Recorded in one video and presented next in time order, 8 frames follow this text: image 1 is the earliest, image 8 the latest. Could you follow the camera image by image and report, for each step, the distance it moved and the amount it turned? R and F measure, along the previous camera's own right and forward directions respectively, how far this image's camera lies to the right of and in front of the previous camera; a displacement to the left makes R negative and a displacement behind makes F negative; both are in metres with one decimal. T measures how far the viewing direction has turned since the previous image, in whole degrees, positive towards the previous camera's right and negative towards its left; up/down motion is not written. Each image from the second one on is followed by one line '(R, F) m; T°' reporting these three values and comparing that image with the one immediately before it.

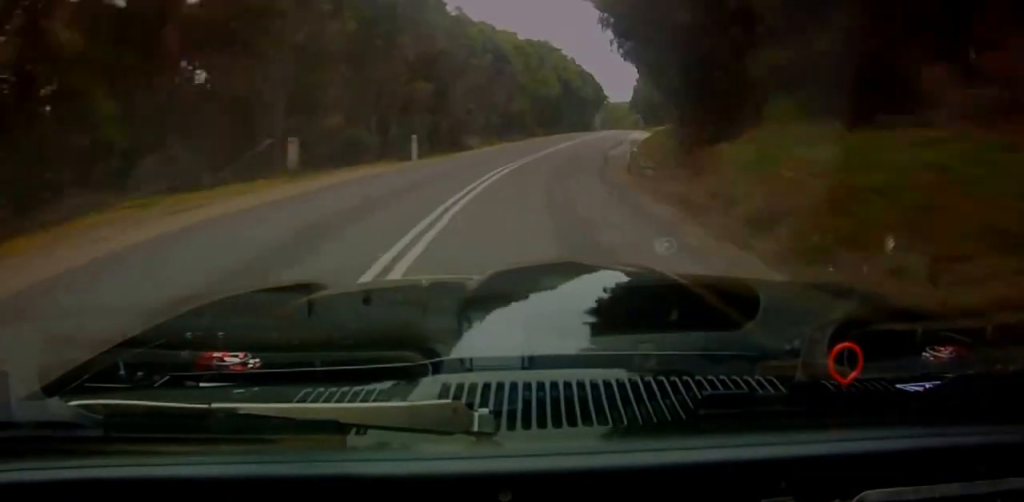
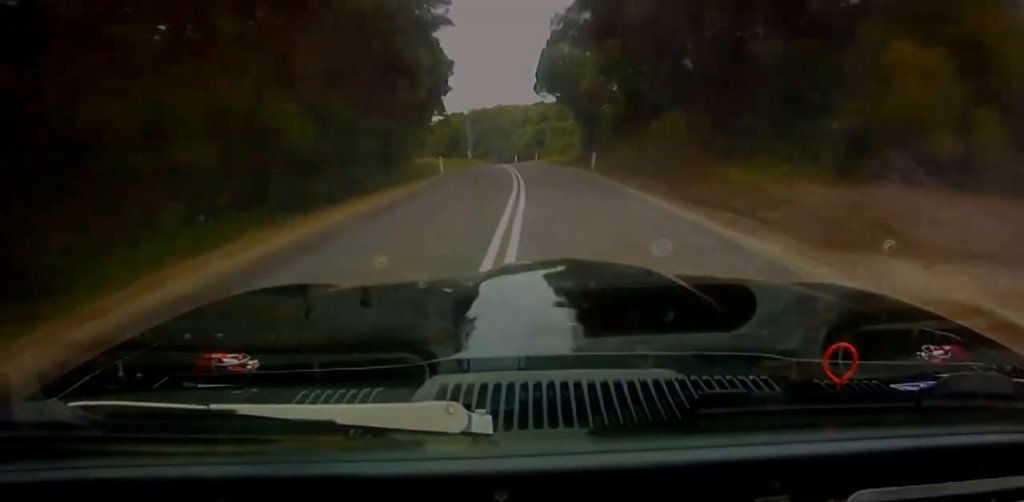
(+16.3, +104.3) m; +19°
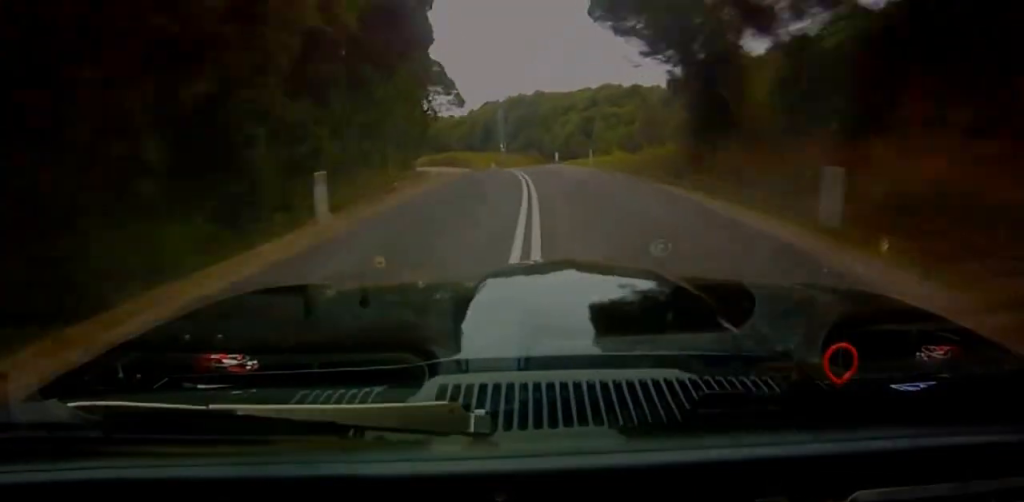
(+0.9, +25.3) m; 0°
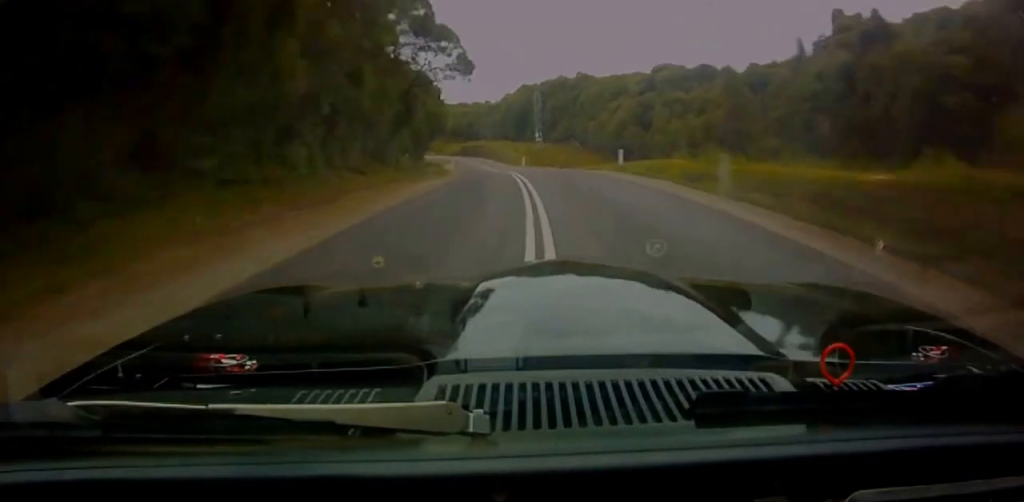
(+0.6, +20.9) m; -1°
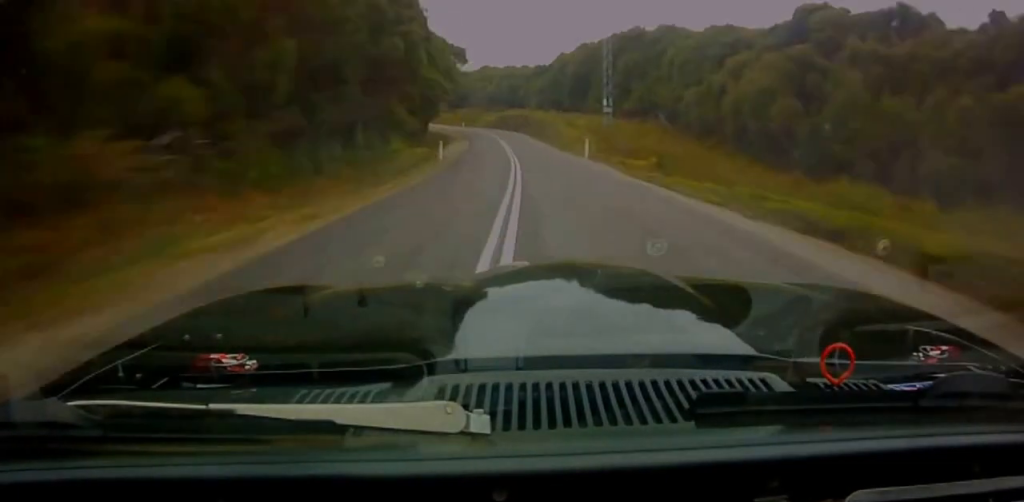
(-1.5, +35.7) m; -4°
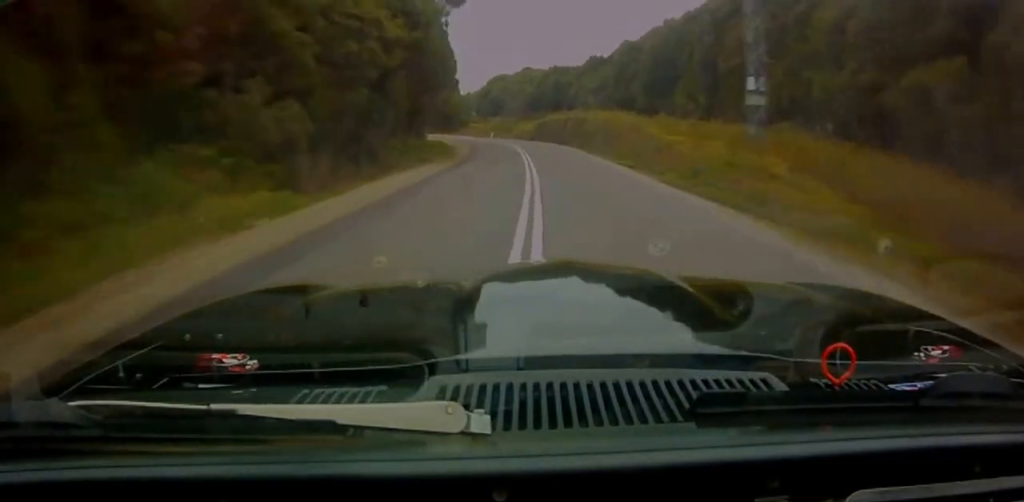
(-1.5, +35.7) m; -5°
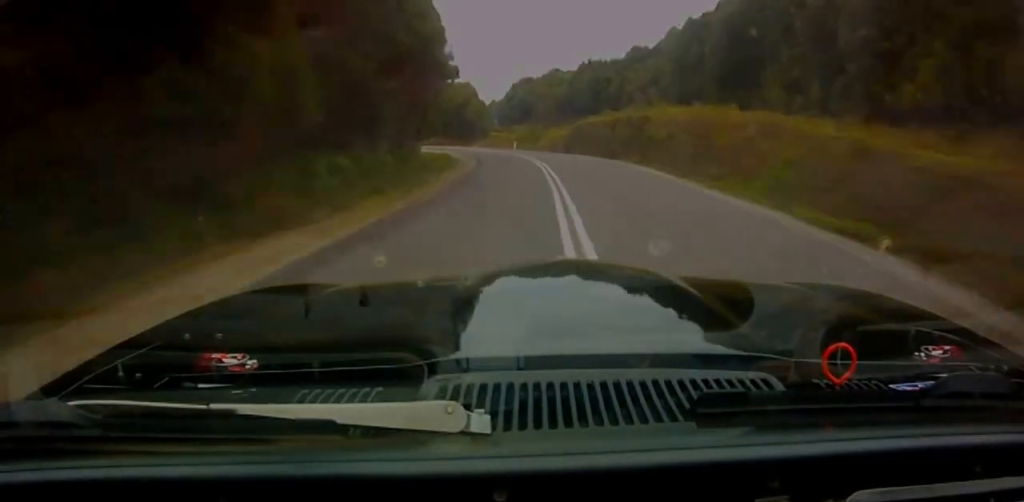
(-0.1, +19.4) m; -3°
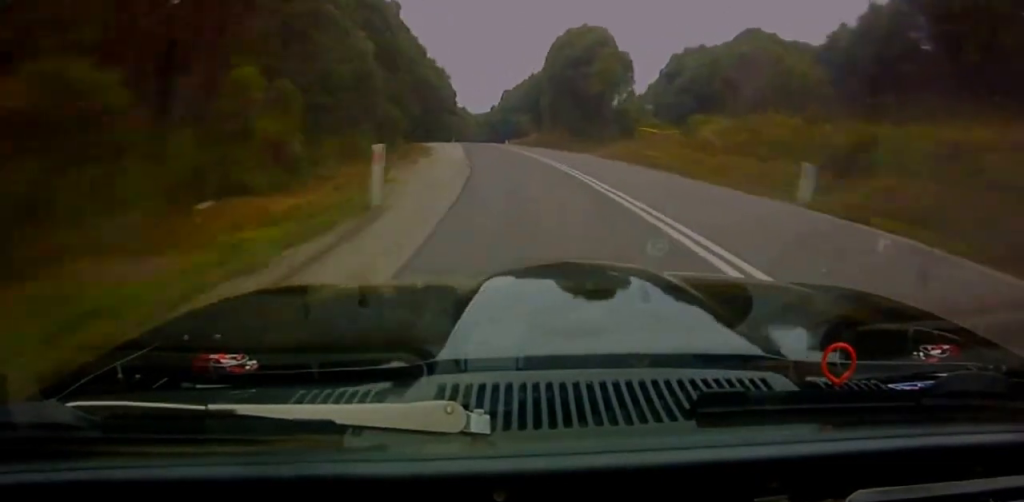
(-5.3, +64.3) m; -8°
